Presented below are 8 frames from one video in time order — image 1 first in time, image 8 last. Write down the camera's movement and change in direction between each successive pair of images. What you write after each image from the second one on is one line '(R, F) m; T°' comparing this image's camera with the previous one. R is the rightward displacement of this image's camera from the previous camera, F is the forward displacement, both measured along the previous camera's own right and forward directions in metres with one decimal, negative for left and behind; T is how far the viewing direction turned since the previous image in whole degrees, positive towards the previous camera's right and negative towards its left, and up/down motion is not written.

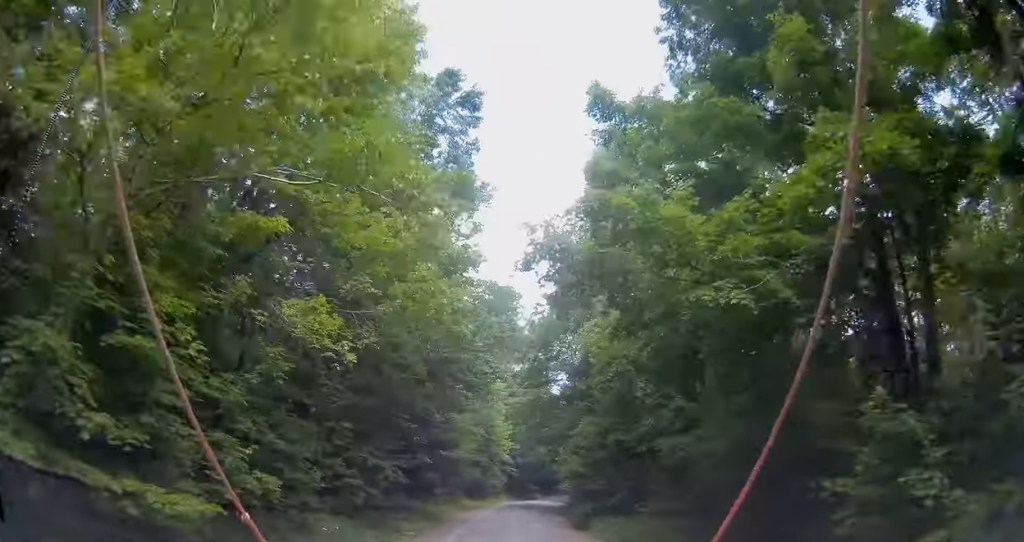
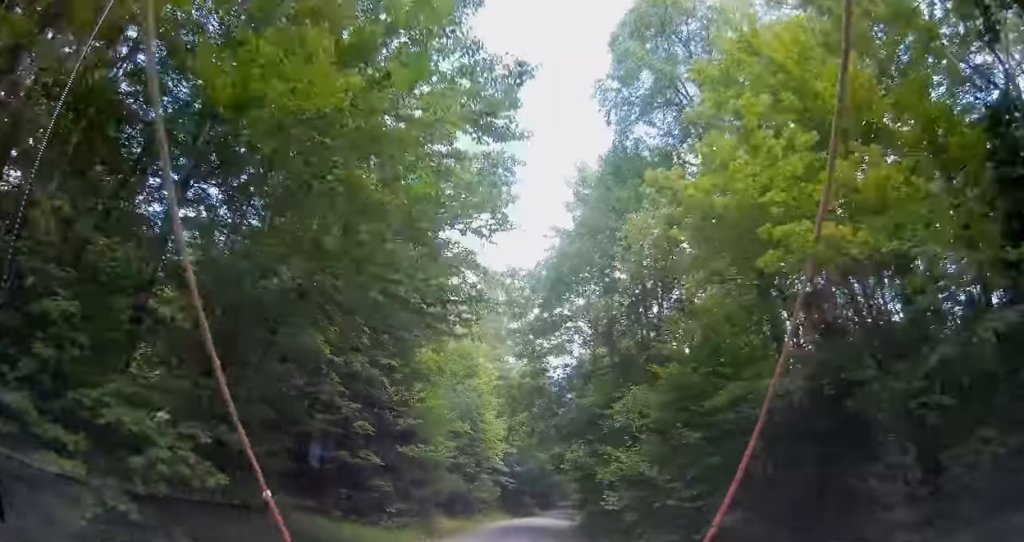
(+0.2, +11.3) m; +2°
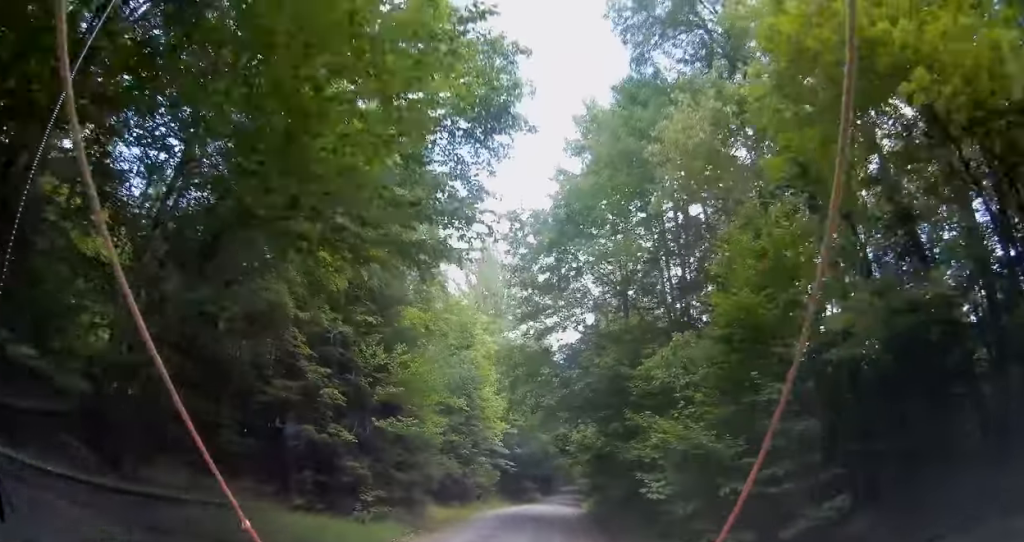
(0.0, +3.6) m; 0°
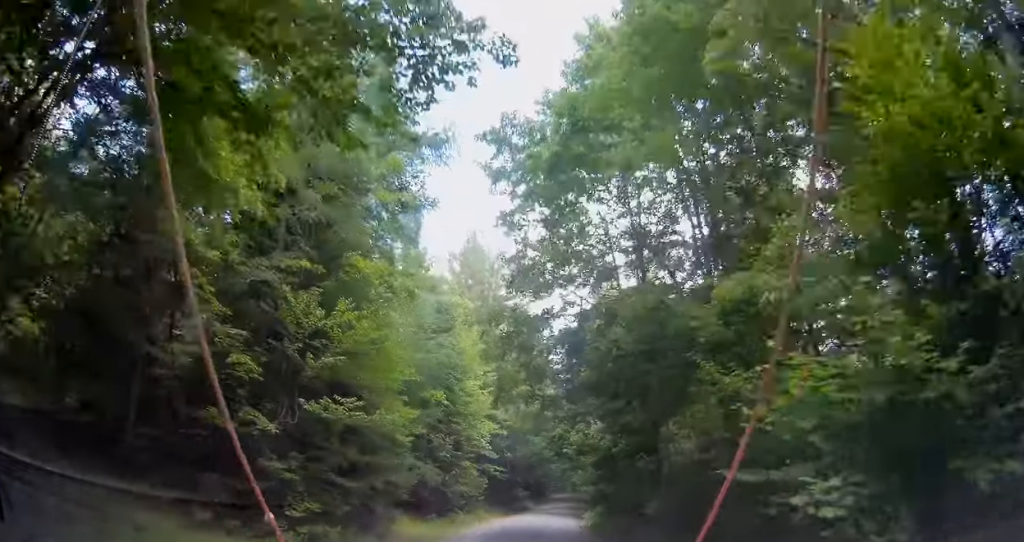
(+0.2, +5.0) m; 0°
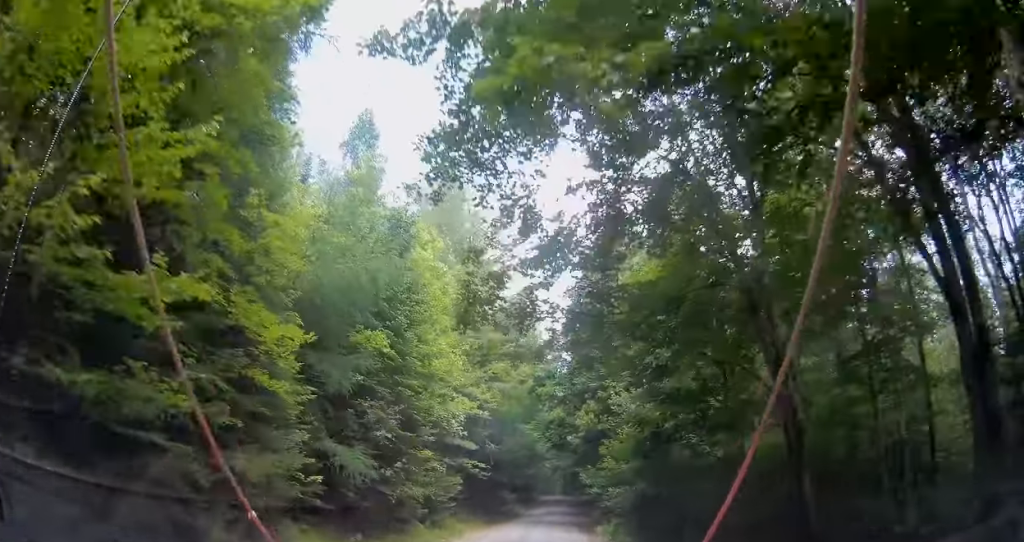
(-0.1, +9.3) m; 0°
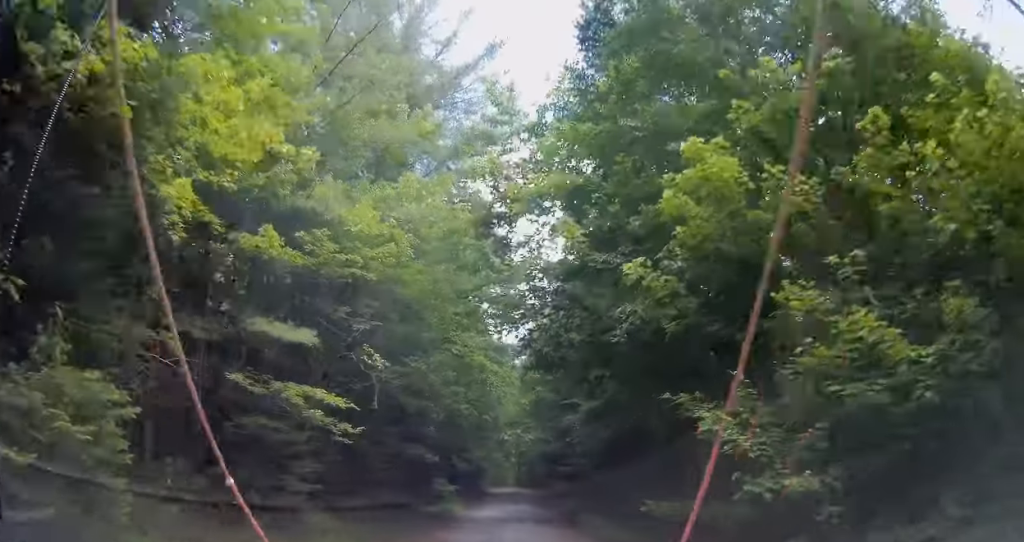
(+1.3, +19.9) m; +7°
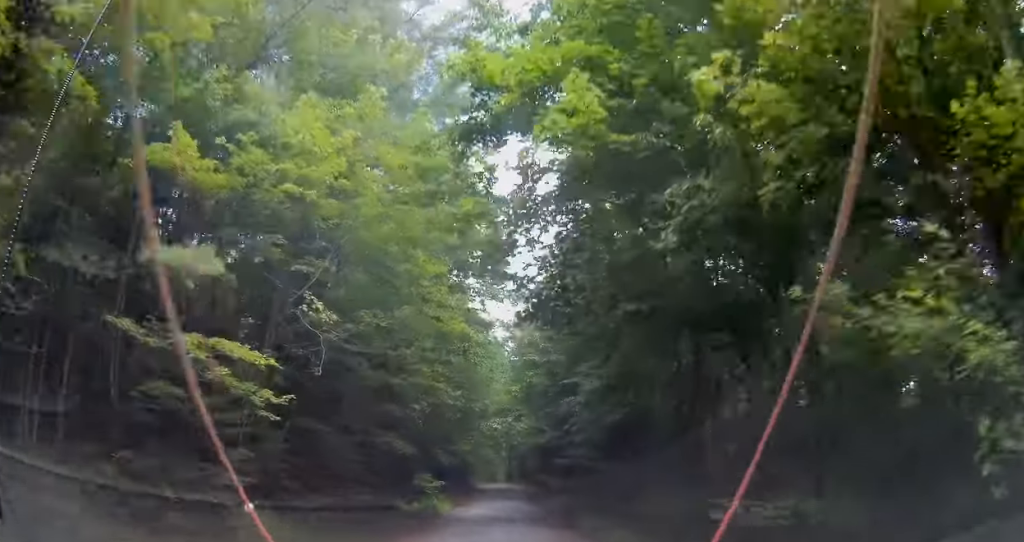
(0.0, +3.3) m; 0°
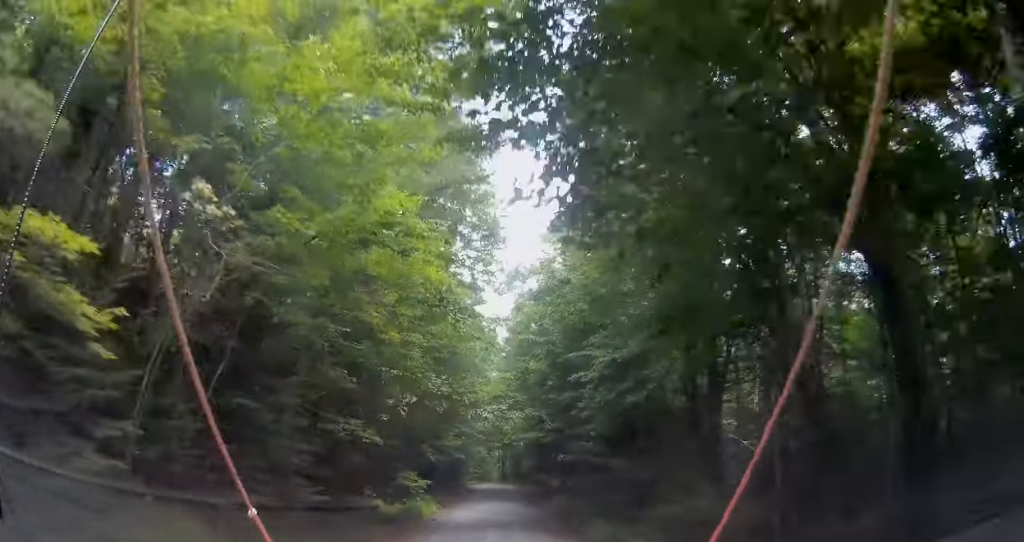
(0.0, +3.8) m; 0°
